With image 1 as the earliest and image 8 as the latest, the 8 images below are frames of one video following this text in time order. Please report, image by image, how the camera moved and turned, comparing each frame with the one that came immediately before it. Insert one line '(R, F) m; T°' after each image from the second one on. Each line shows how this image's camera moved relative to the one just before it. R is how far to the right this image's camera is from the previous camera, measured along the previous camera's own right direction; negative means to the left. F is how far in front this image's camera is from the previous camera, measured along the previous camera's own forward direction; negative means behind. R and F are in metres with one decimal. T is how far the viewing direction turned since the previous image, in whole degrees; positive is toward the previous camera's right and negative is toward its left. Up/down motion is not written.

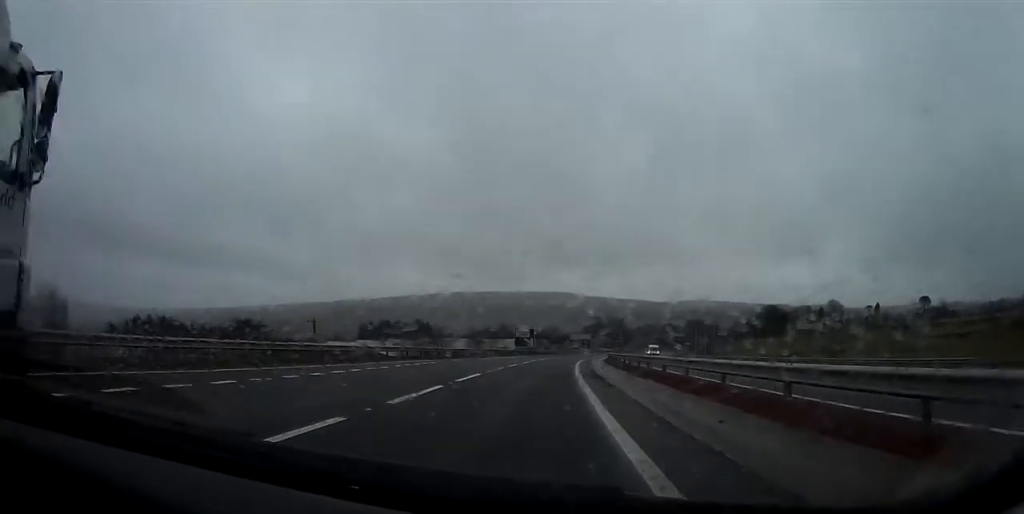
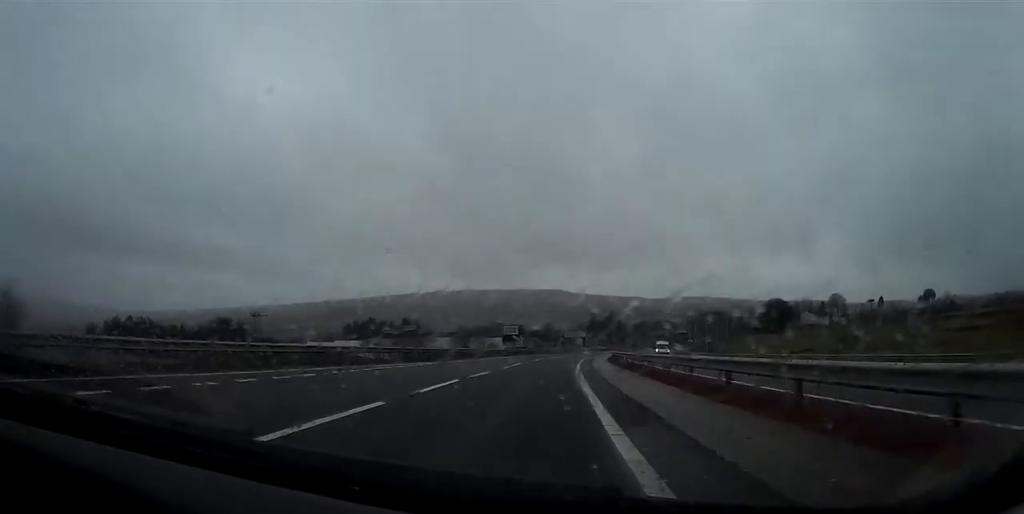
(0.0, +15.0) m; 0°
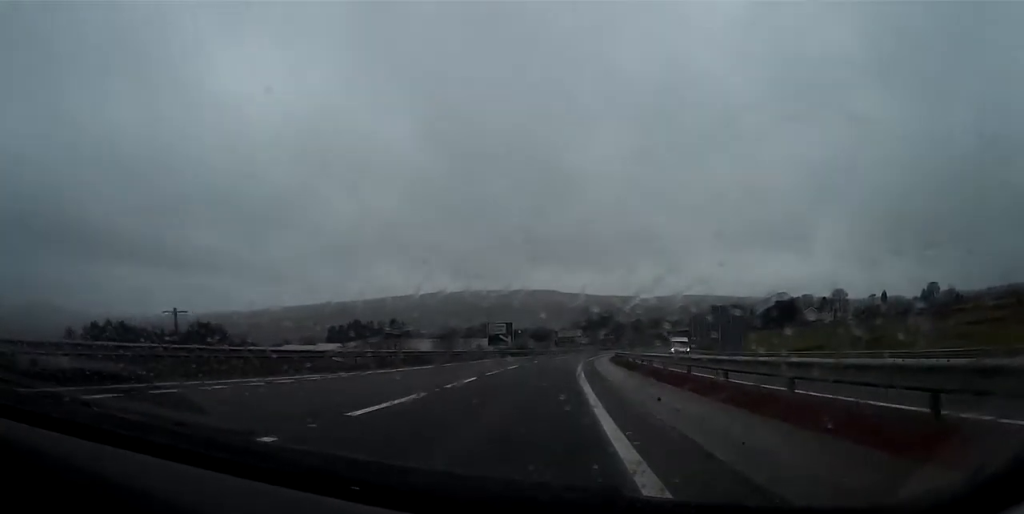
(+0.1, +14.0) m; +1°
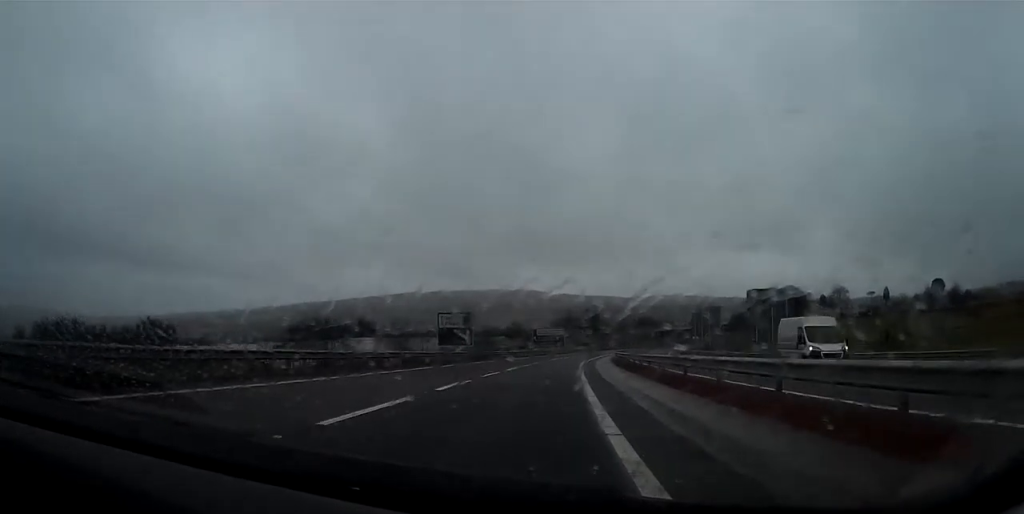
(+0.3, +27.9) m; +2°
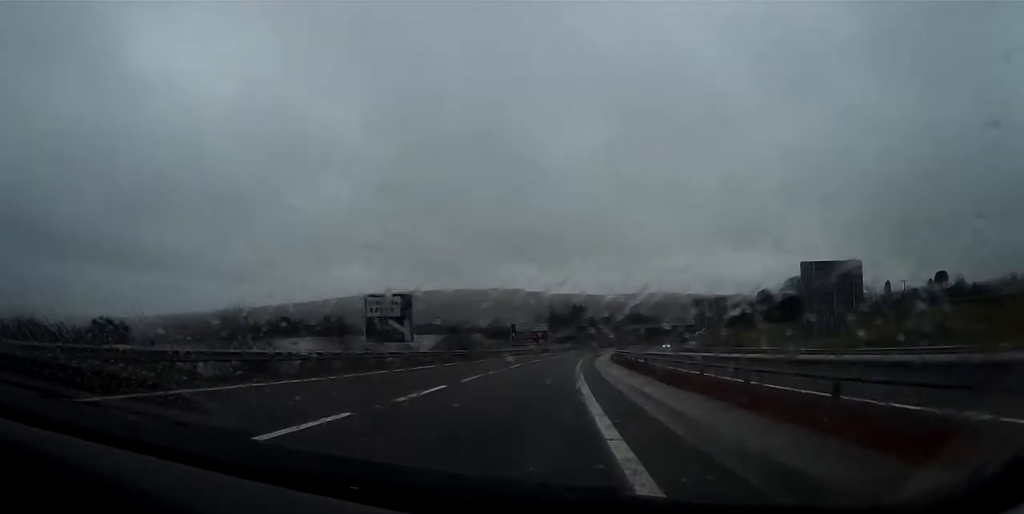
(+0.2, +21.9) m; +1°
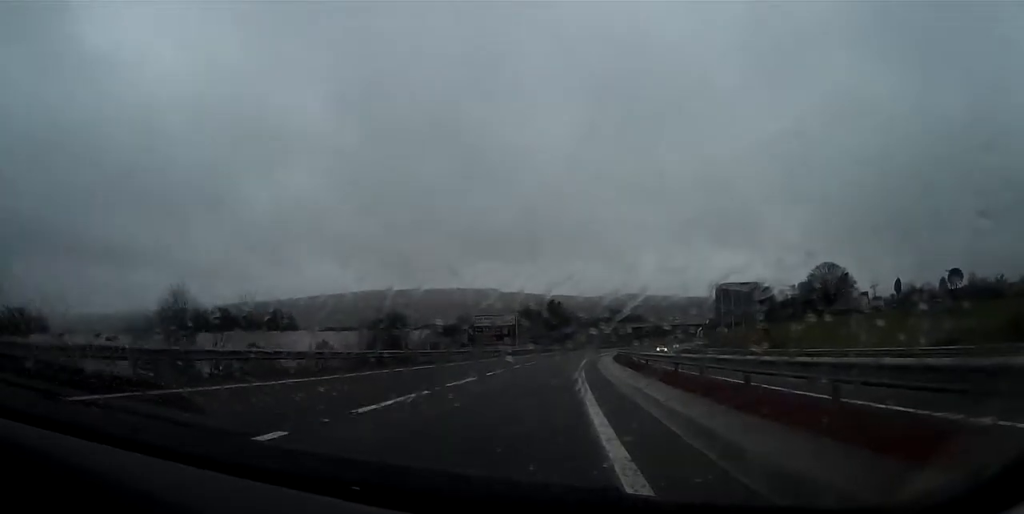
(+0.8, +38.1) m; +2°
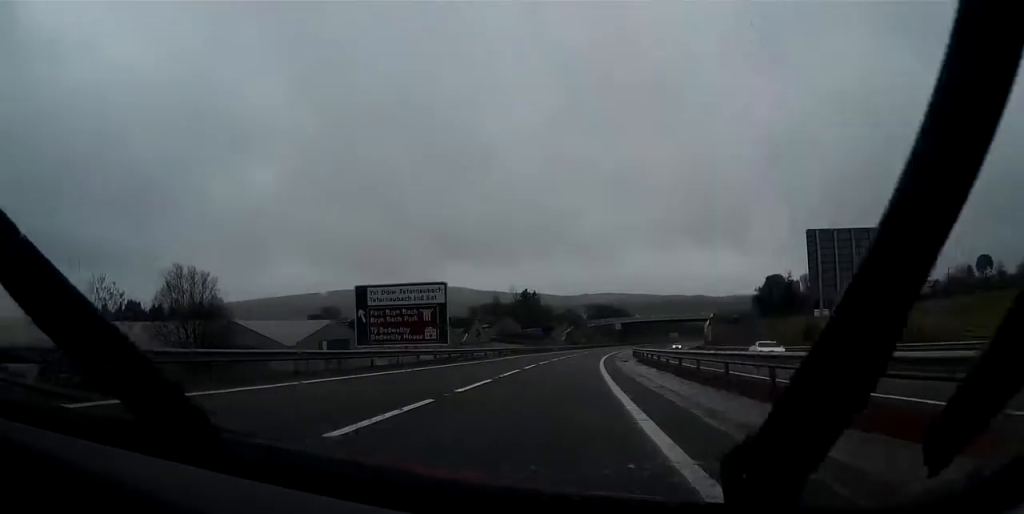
(+0.8, +47.3) m; +2°
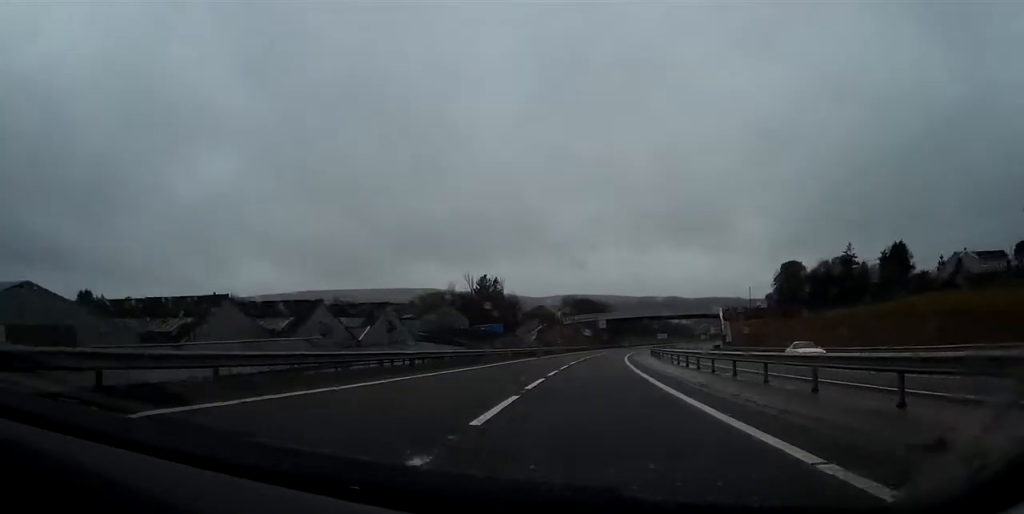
(+1.2, +51.3) m; +2°
